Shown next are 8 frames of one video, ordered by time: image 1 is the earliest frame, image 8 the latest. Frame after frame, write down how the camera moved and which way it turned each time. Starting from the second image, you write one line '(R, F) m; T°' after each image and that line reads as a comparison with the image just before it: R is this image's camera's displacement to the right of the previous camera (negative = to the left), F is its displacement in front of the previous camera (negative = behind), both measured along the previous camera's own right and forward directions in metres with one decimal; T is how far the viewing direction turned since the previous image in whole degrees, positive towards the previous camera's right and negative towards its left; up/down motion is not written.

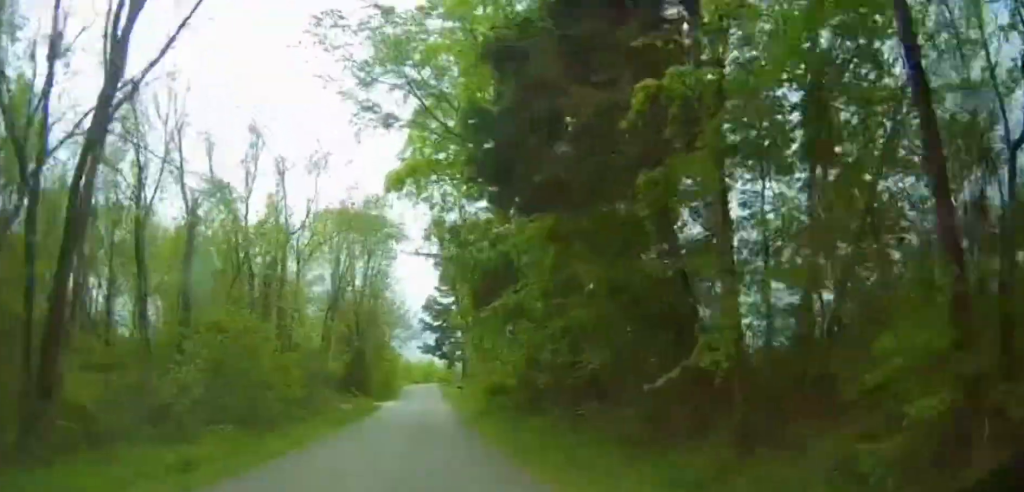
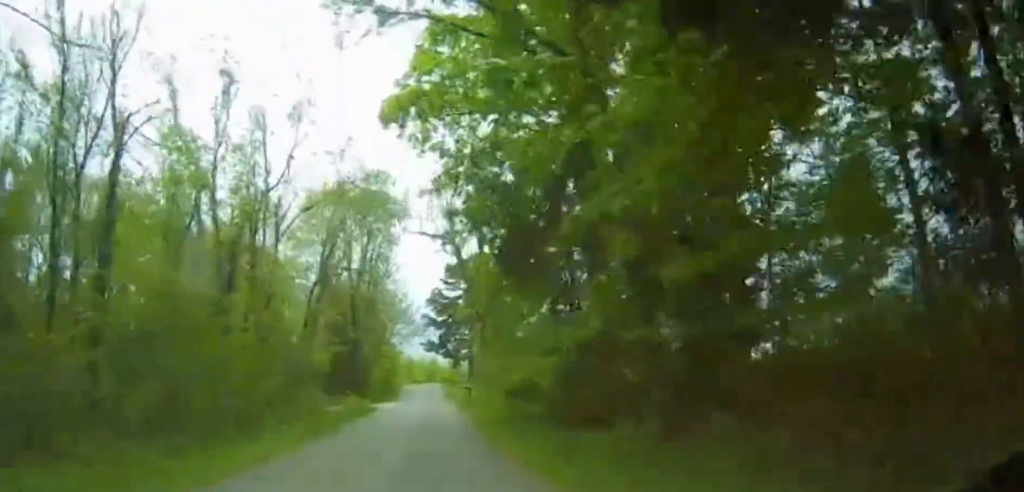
(0.0, +7.9) m; 0°
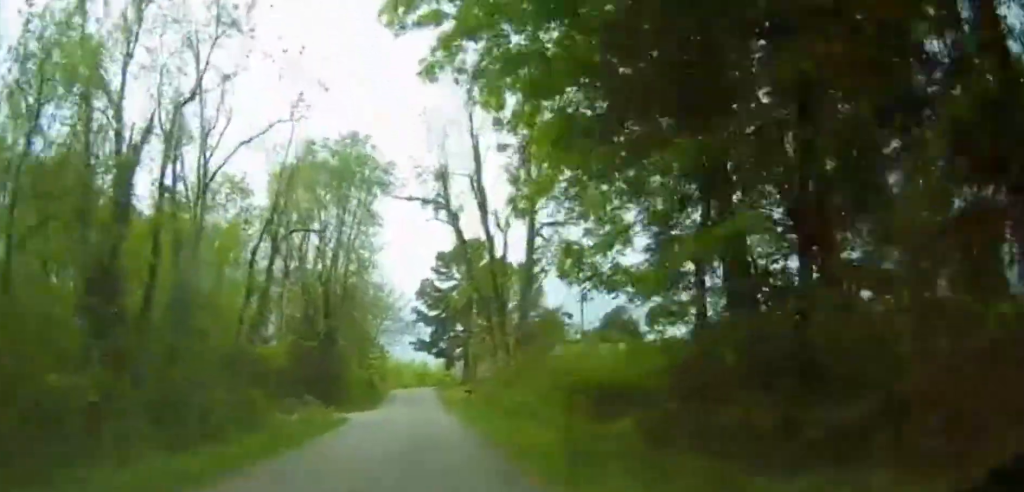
(0.0, +10.5) m; 0°
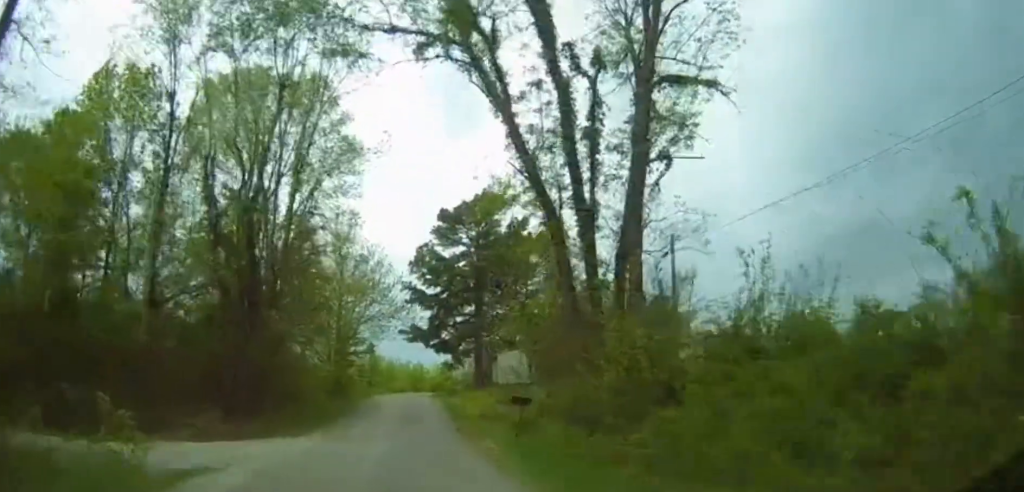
(0.0, +20.8) m; +1°
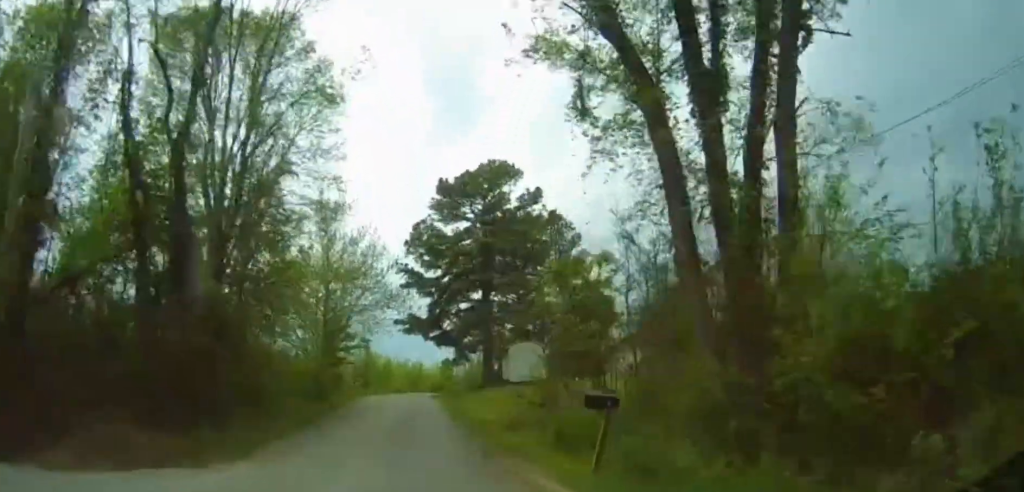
(+0.1, +8.1) m; -1°
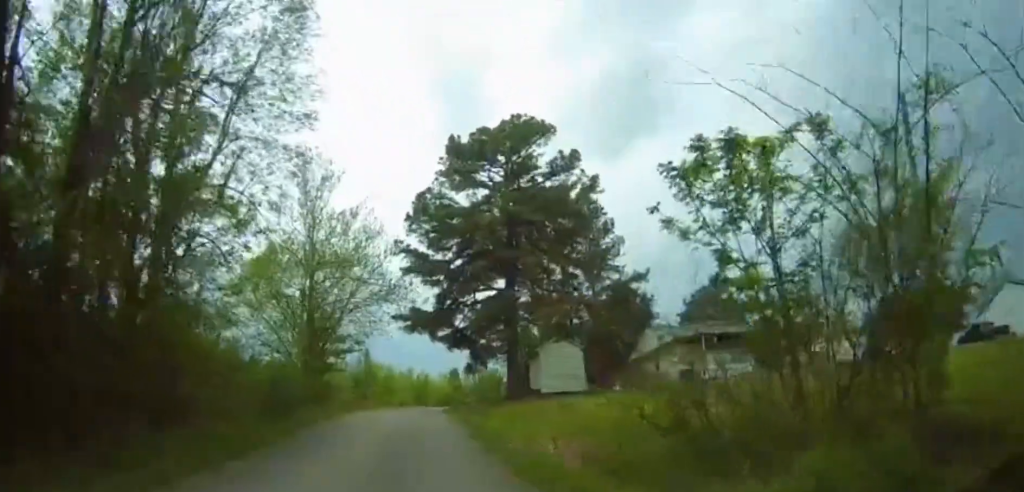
(-0.2, +11.0) m; +1°
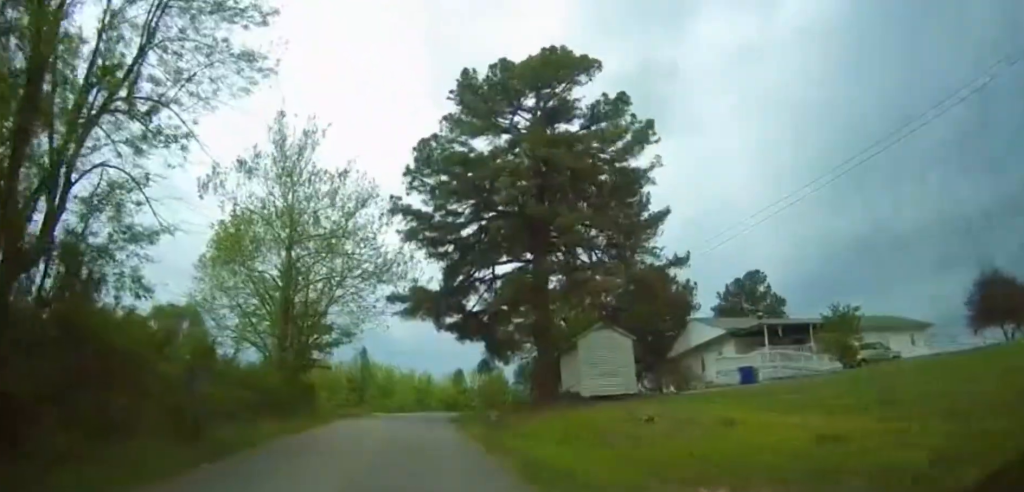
(+0.4, +9.2) m; -1°
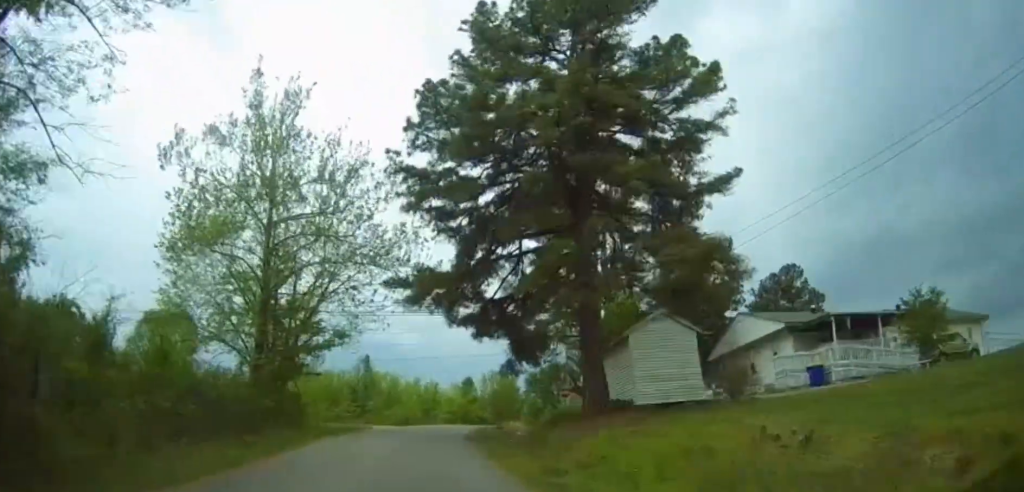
(-0.5, +6.5) m; -1°
